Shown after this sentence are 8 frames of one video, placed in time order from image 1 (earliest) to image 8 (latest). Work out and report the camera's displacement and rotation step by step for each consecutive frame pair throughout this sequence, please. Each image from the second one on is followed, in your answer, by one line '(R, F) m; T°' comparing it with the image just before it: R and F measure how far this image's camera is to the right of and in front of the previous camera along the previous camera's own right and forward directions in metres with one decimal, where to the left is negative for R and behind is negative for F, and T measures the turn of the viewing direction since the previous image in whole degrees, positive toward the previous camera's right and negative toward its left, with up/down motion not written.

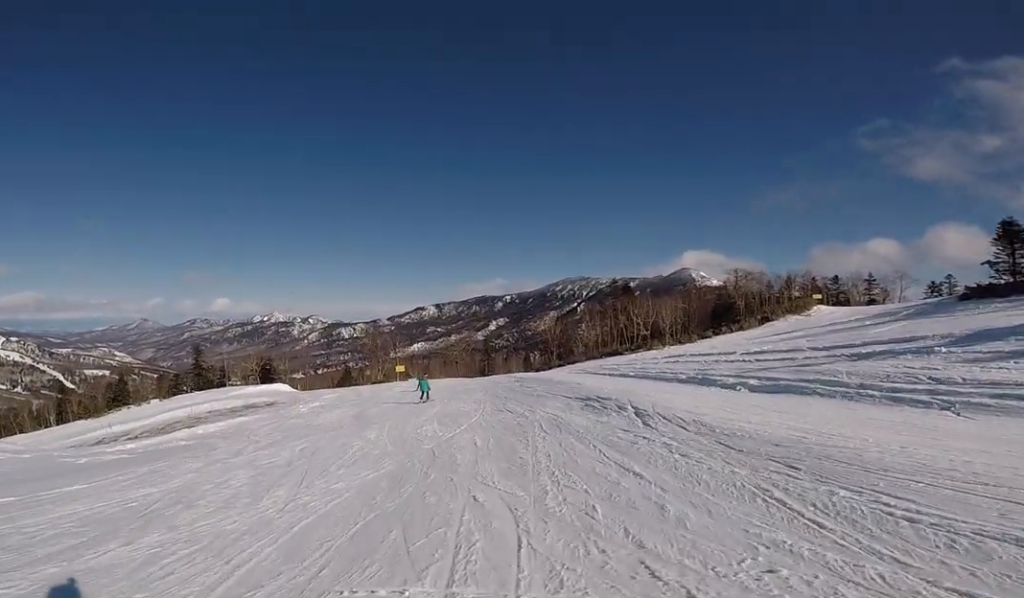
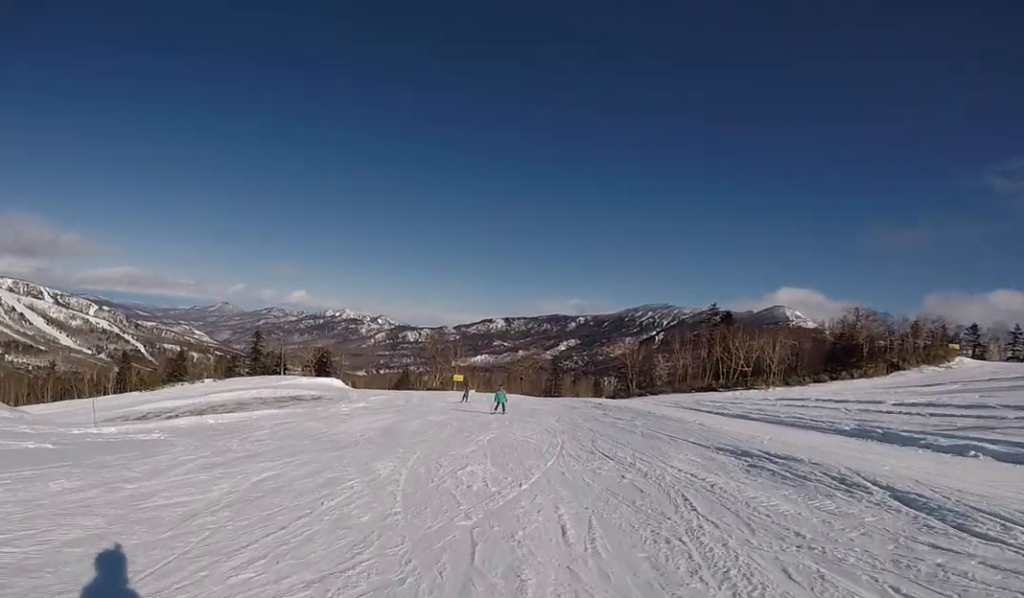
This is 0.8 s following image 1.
(+0.8, +5.5) m; 0°
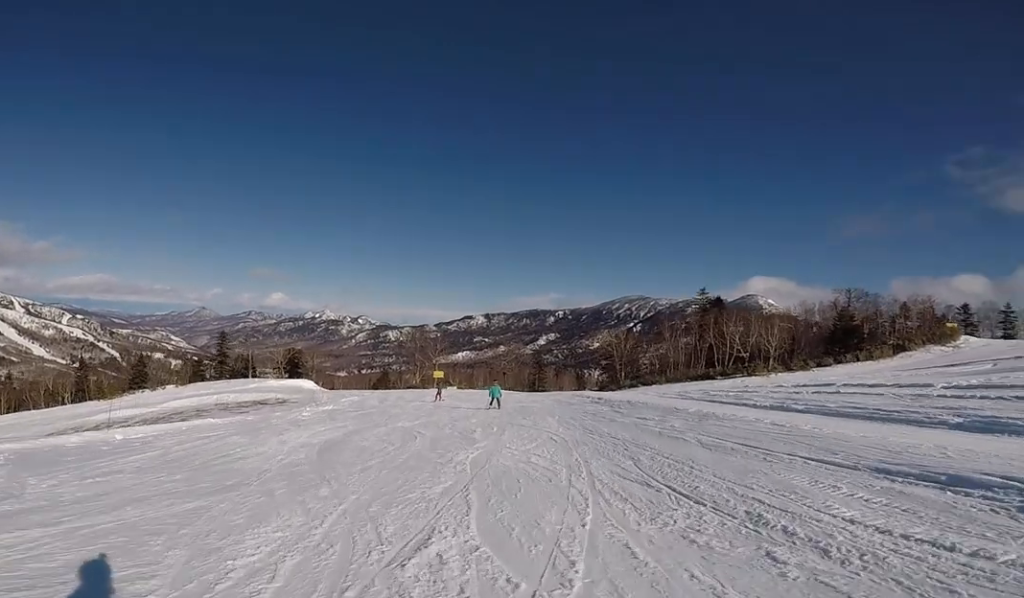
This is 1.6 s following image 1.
(-0.6, +4.8) m; 0°
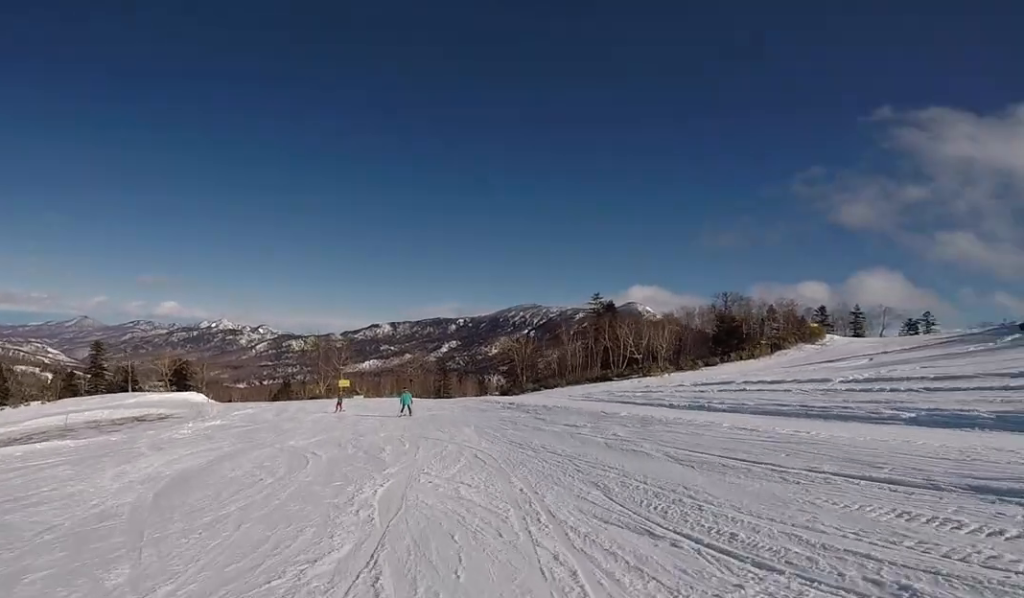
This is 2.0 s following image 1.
(-0.2, +2.6) m; 0°
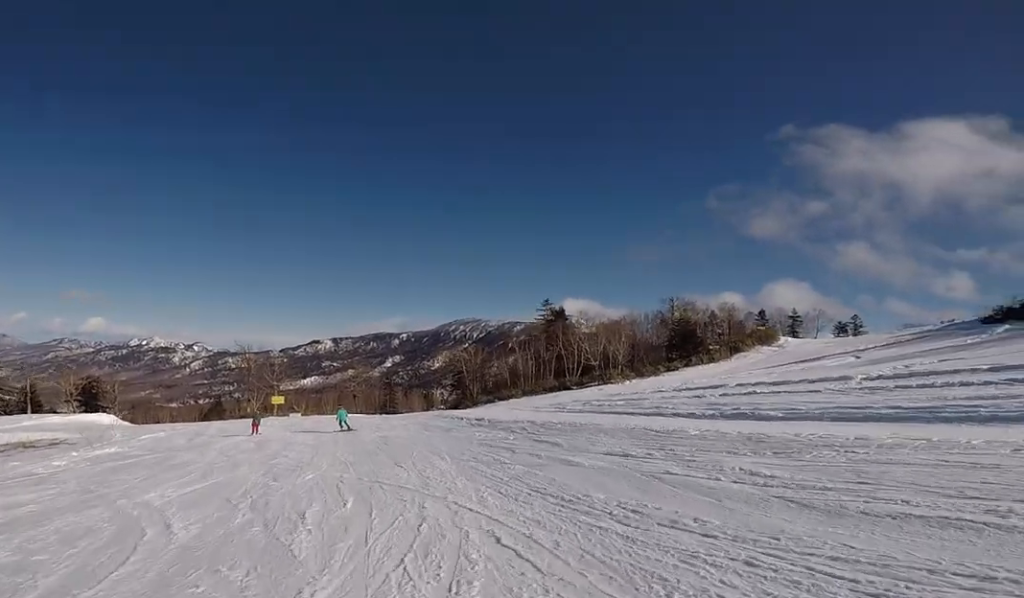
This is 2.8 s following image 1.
(+0.7, +4.8) m; +3°
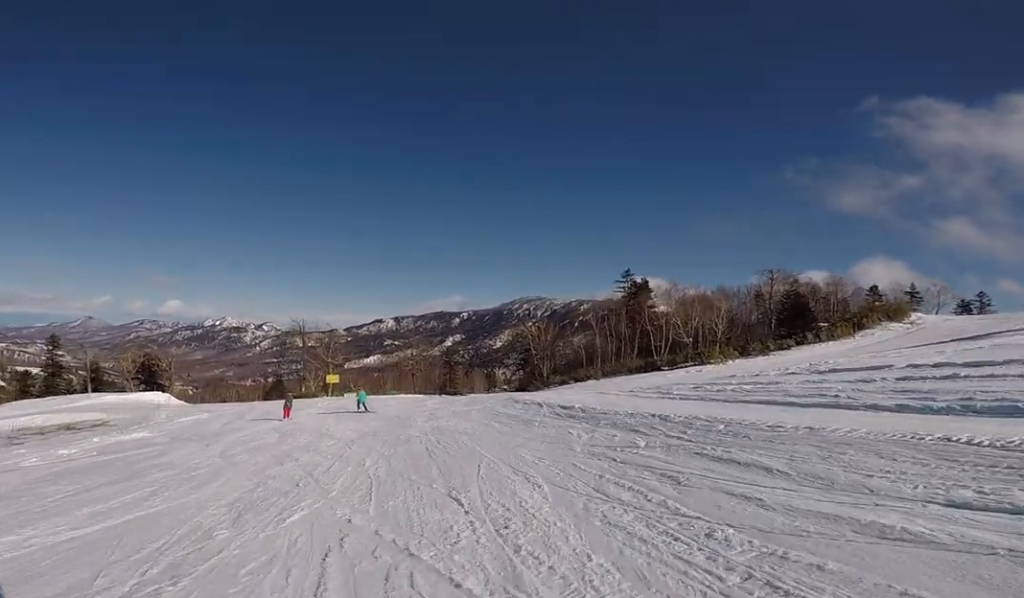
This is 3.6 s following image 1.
(-0.3, +3.9) m; +1°
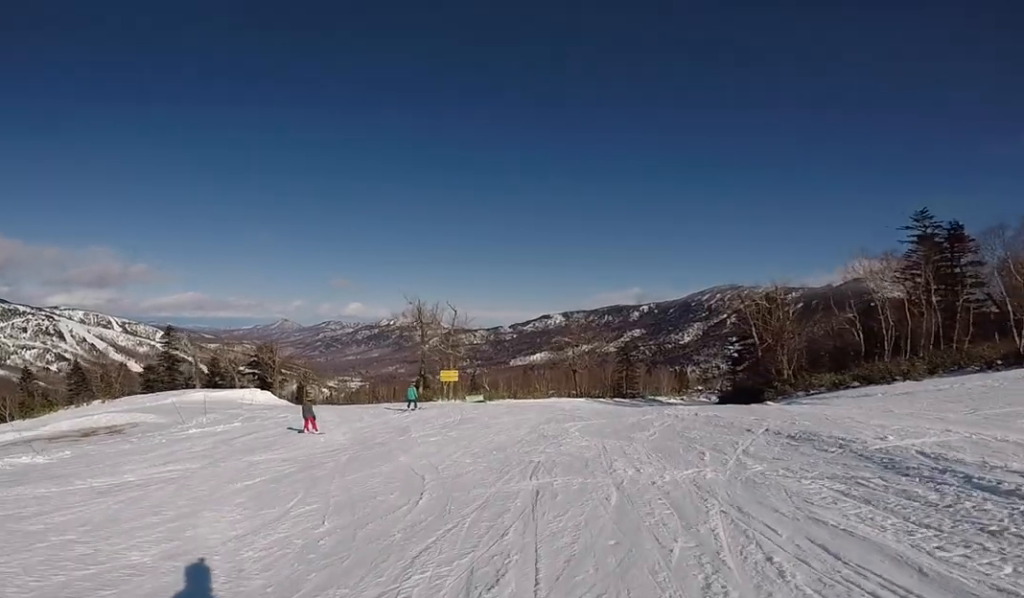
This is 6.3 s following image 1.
(-1.0, +13.0) m; -24°
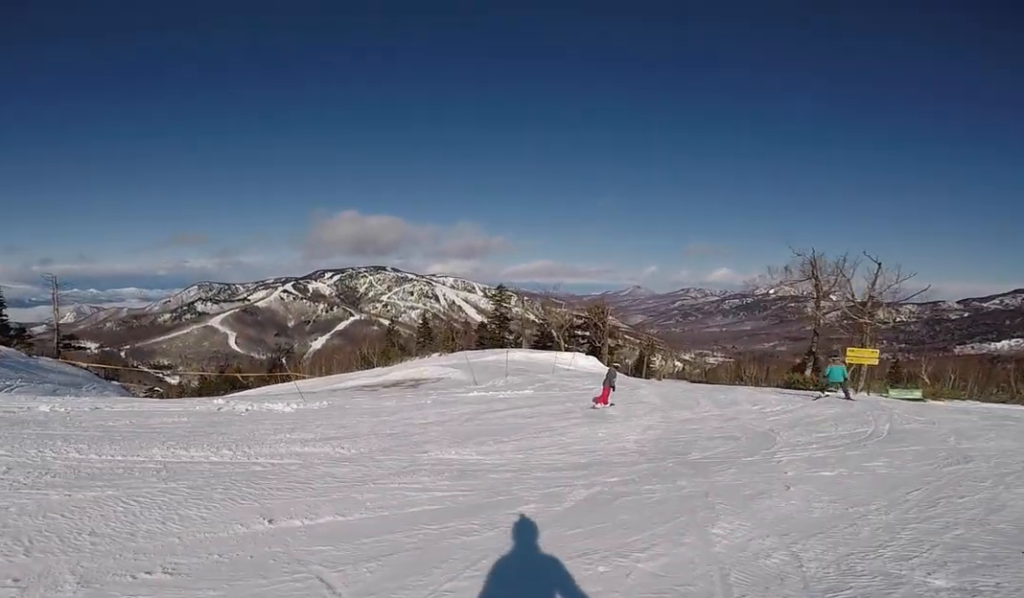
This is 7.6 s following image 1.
(-1.3, +5.3) m; -10°
